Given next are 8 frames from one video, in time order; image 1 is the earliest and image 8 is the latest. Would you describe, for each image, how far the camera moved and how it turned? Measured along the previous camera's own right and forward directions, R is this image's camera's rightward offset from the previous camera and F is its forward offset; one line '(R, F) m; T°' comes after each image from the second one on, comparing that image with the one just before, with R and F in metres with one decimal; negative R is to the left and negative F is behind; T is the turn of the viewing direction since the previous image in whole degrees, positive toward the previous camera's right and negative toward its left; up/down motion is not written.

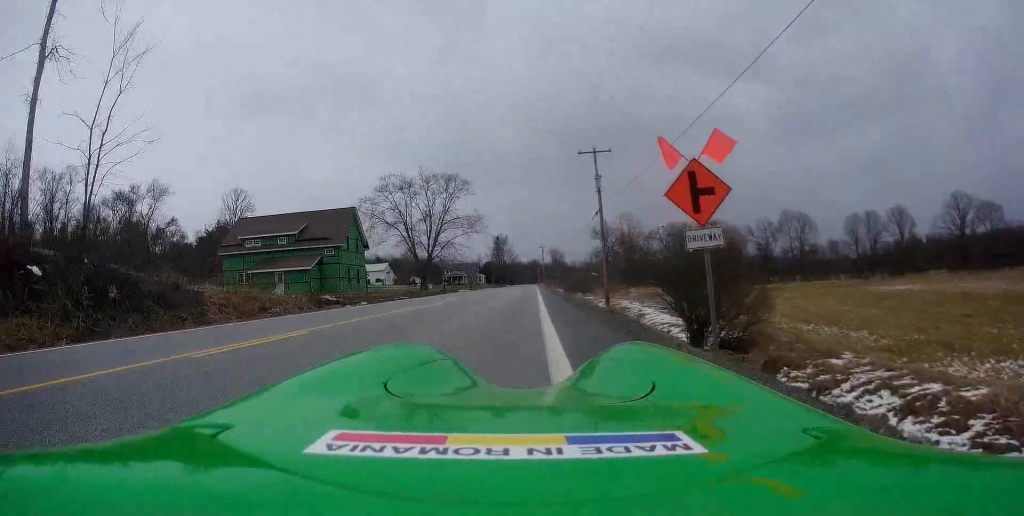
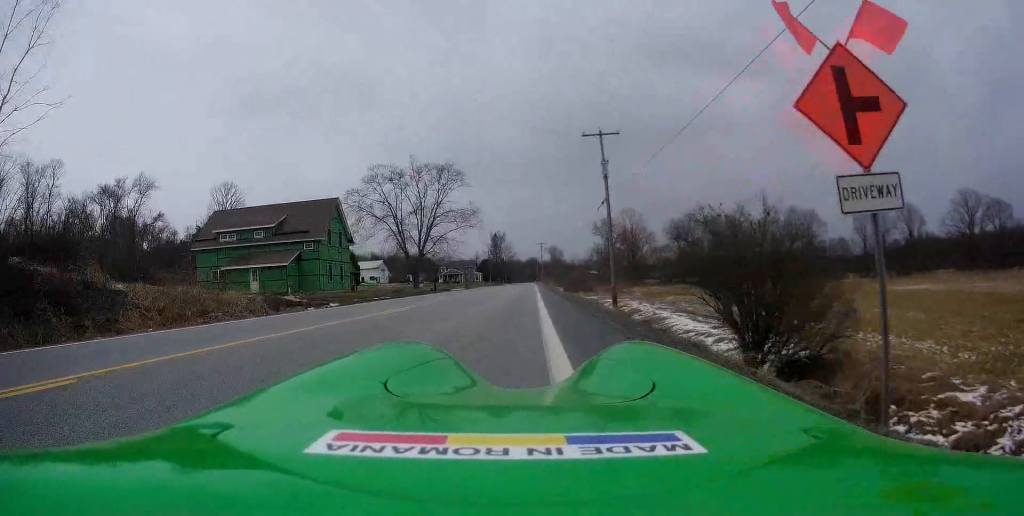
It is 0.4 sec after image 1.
(-0.2, +4.8) m; 0°
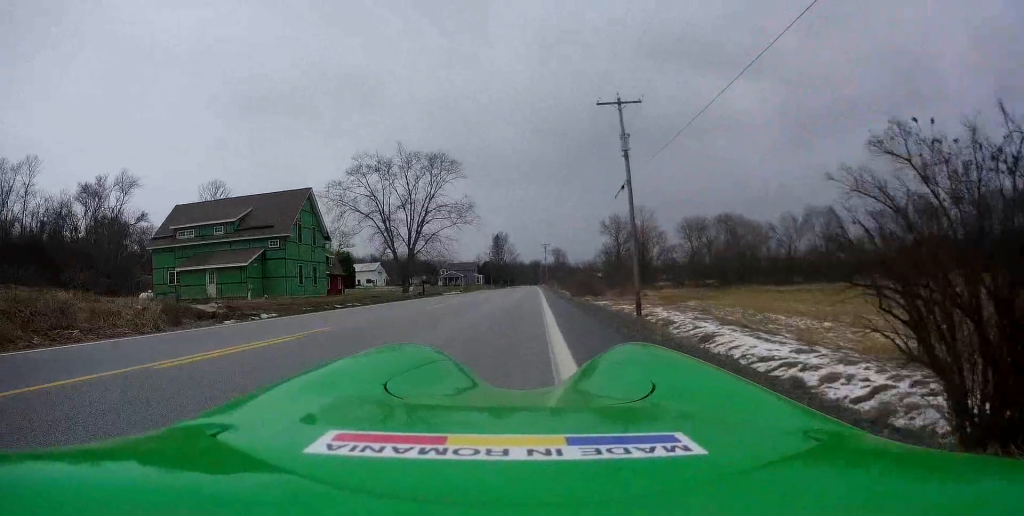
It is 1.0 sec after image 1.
(-0.2, +7.3) m; 0°
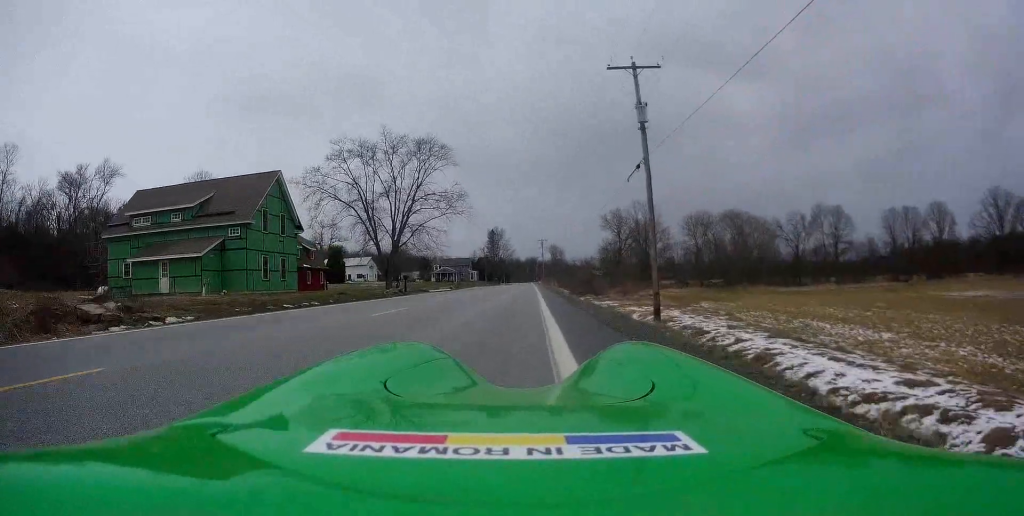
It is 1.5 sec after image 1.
(+0.2, +5.3) m; +1°
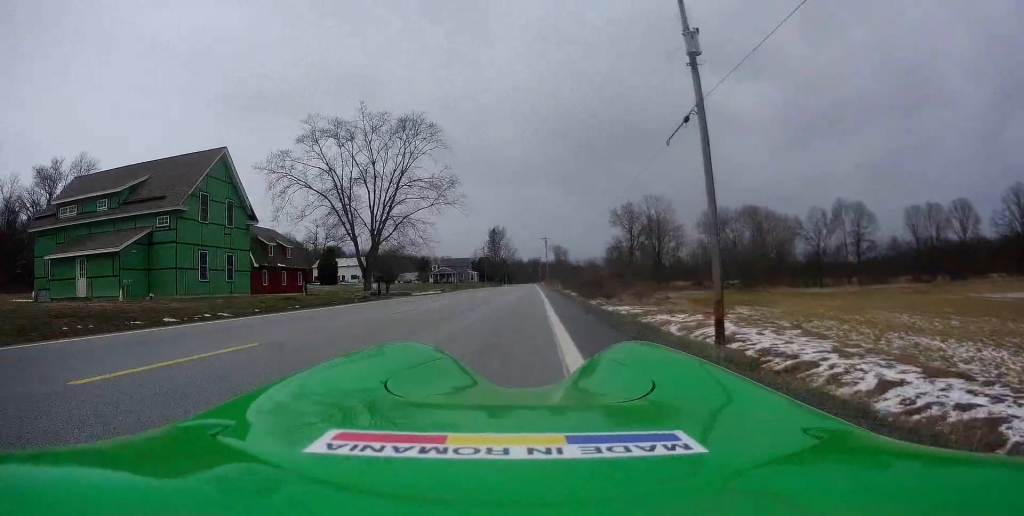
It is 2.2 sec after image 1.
(+0.1, +8.2) m; 0°
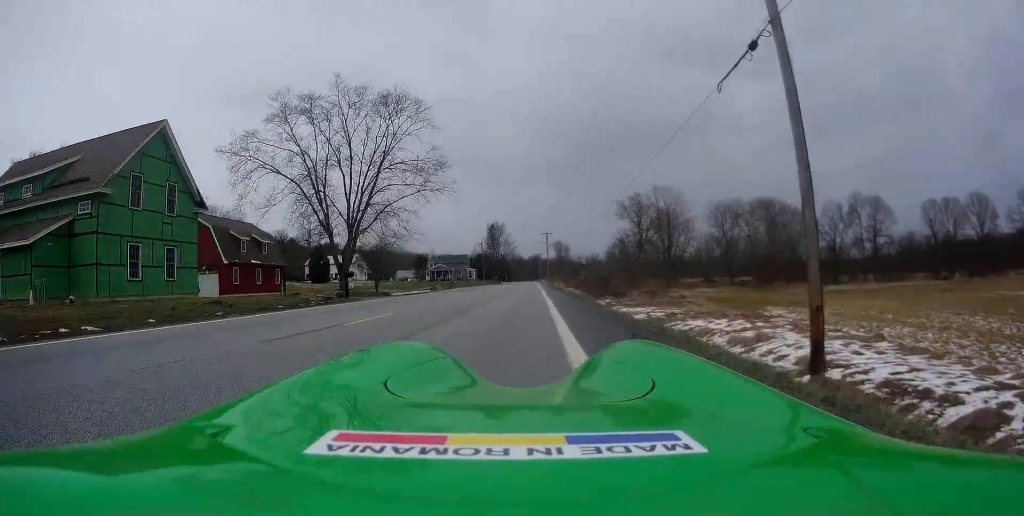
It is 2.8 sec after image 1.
(-0.1, +6.2) m; -1°
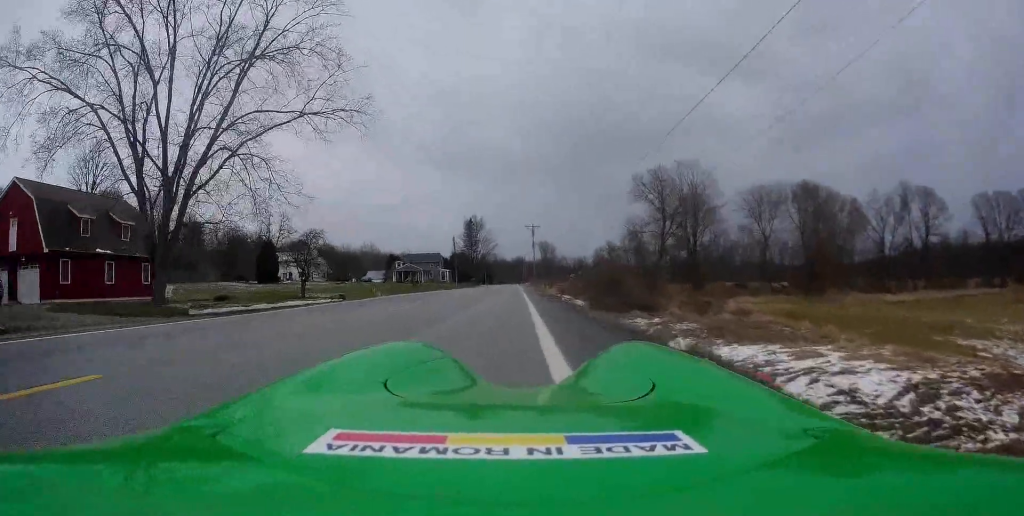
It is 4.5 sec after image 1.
(-0.3, +20.4) m; -1°
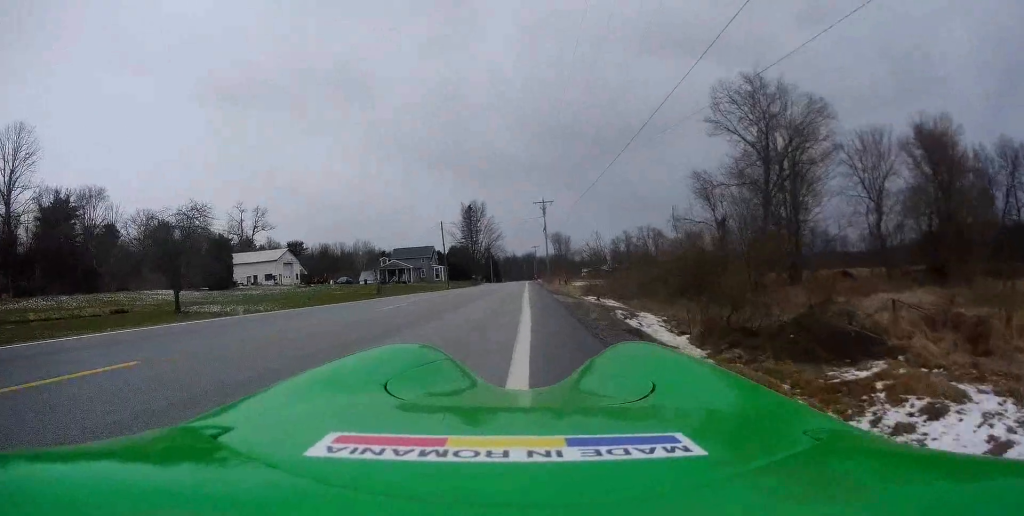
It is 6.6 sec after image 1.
(+0.3, +23.5) m; +1°
